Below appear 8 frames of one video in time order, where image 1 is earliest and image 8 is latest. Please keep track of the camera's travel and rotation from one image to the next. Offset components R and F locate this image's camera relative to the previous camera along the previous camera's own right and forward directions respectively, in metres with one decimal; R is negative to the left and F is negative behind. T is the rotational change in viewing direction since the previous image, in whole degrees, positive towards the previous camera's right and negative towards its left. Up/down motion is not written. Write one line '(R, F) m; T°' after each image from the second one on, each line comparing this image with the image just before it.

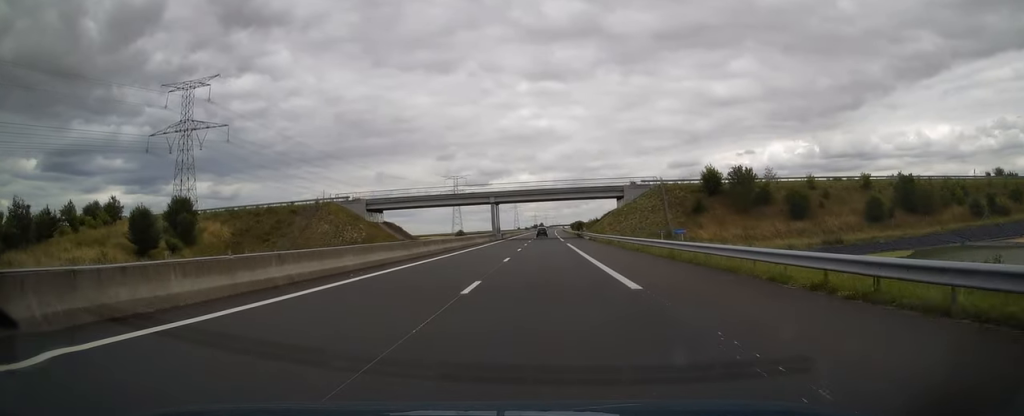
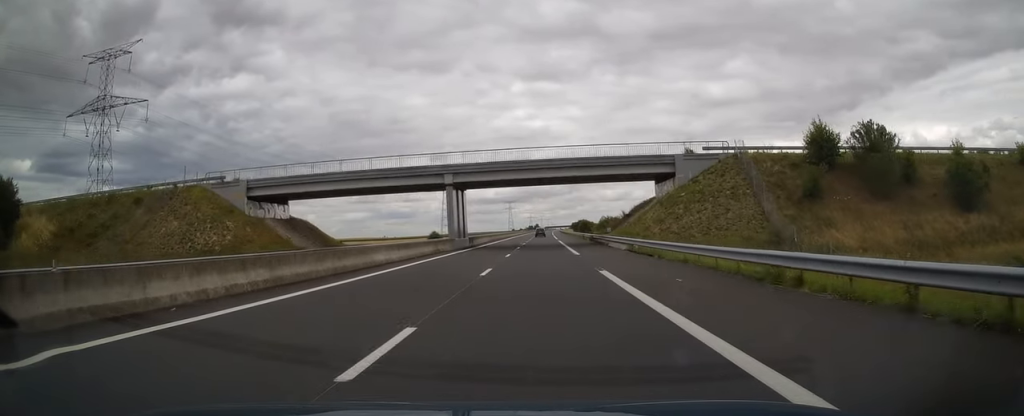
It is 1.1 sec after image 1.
(-0.2, +33.2) m; 0°
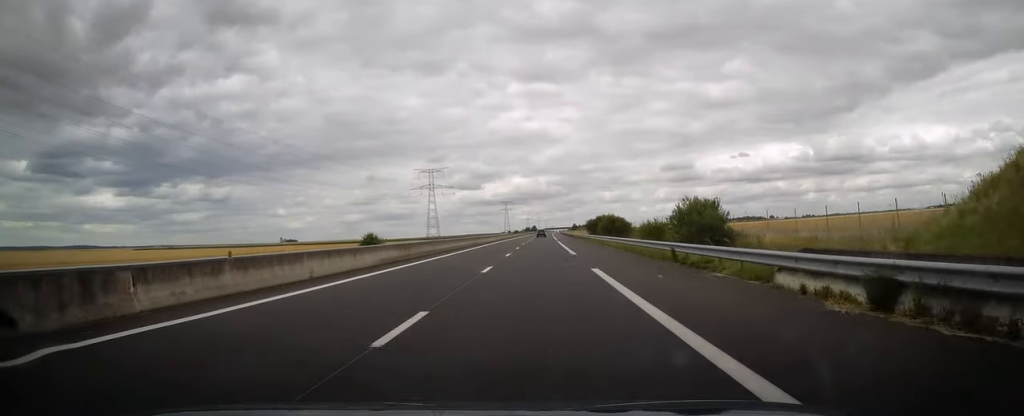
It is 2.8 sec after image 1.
(+0.3, +49.8) m; +1°
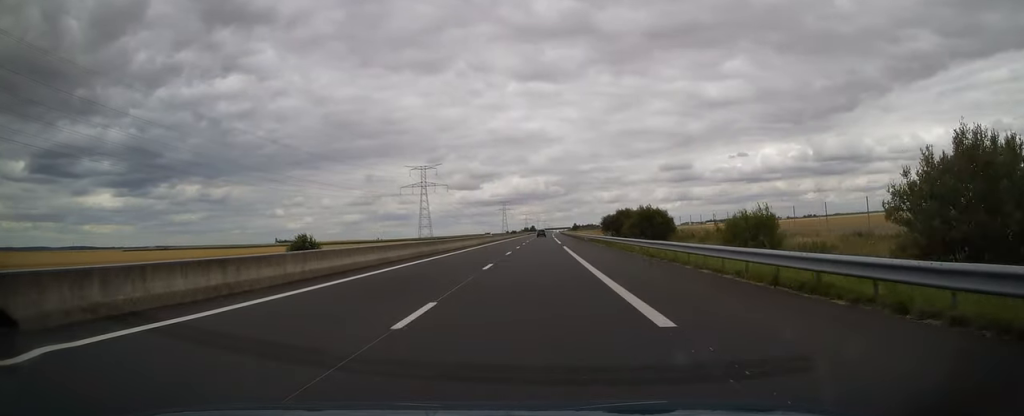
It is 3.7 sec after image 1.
(0.0, +24.4) m; 0°
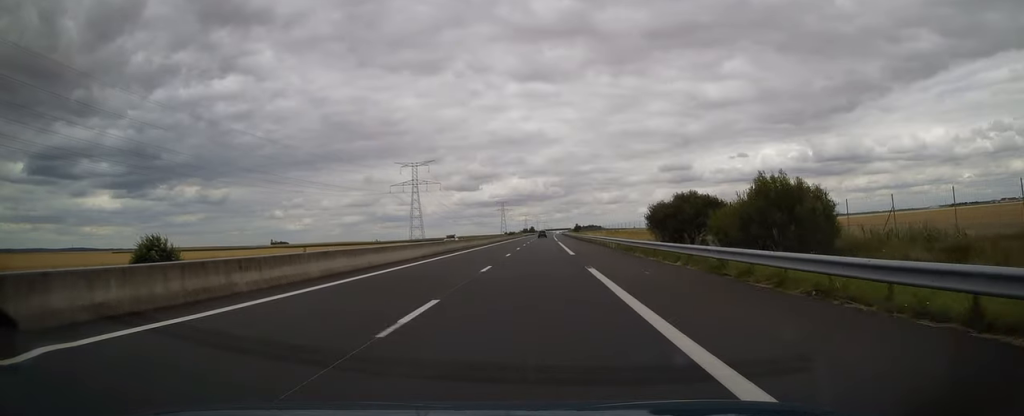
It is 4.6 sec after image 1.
(-0.1, +26.2) m; 0°
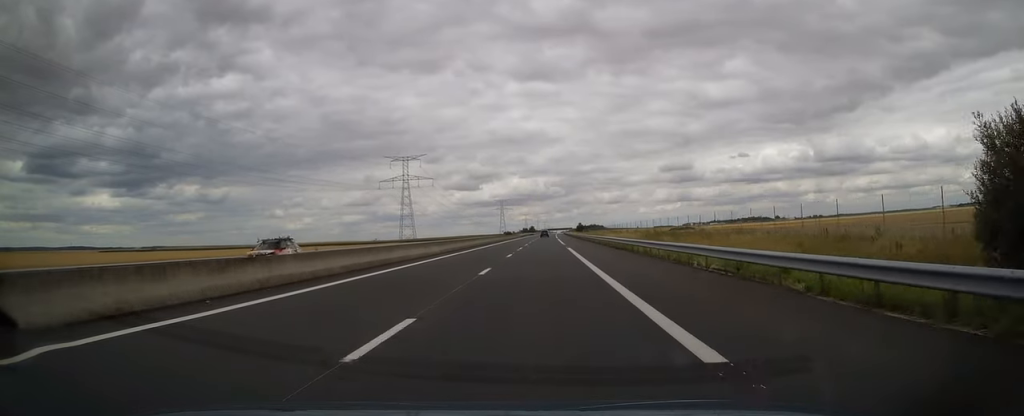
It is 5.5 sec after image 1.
(+0.1, +27.2) m; 0°
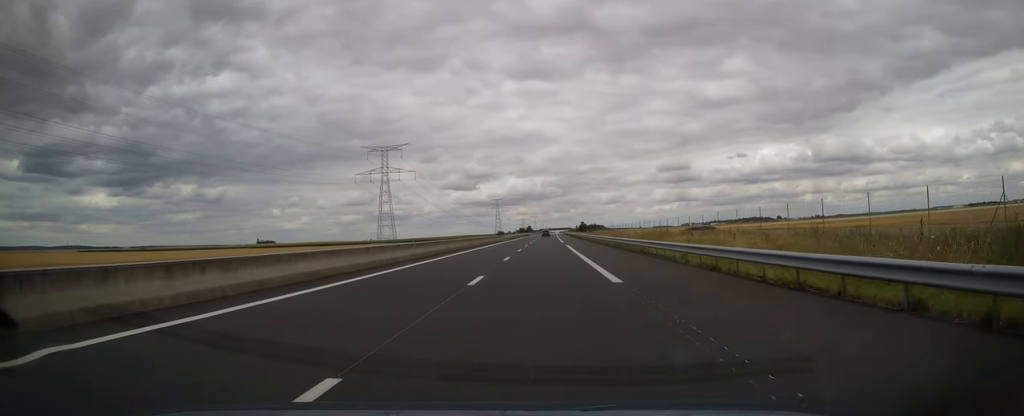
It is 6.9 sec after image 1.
(0.0, +42.3) m; 0°
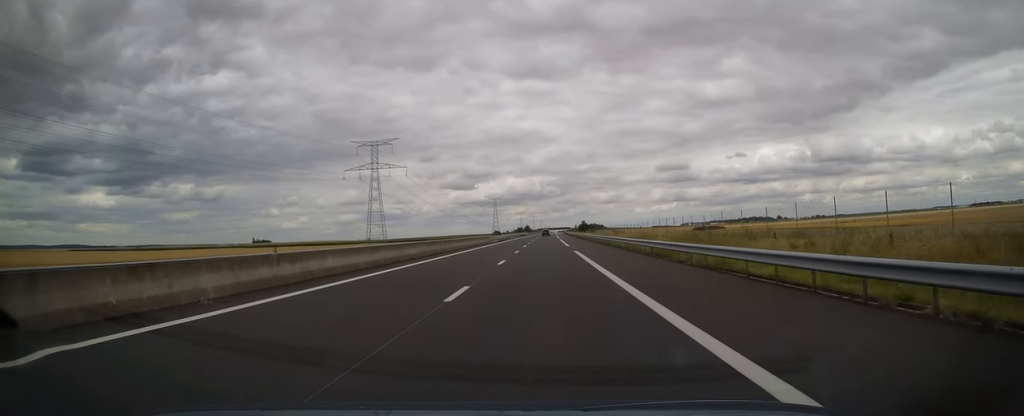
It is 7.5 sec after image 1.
(0.0, +16.6) m; 0°
